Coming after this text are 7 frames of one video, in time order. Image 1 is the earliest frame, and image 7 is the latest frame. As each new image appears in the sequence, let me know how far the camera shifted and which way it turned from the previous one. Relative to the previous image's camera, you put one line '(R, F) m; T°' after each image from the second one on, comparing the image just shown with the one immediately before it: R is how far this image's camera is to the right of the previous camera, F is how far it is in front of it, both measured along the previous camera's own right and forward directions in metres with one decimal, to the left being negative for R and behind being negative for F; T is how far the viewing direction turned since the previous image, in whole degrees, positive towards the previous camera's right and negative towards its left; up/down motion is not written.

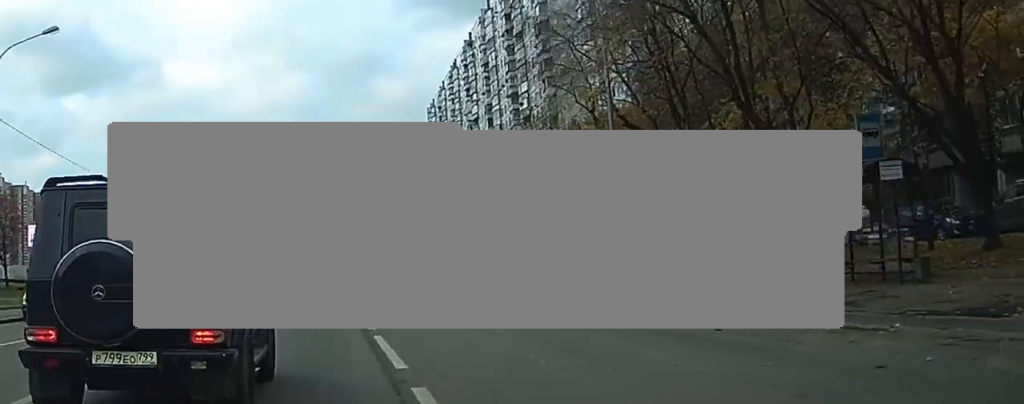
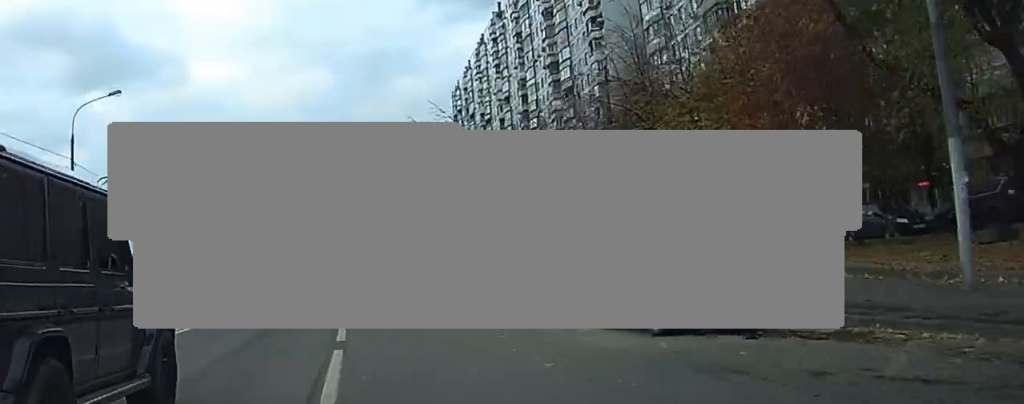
(-1.8, +16.0) m; -10°
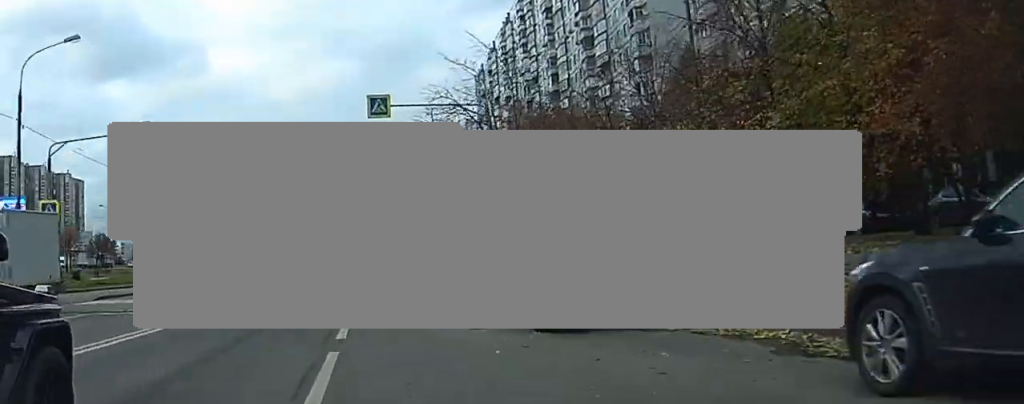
(0.0, +8.7) m; -2°
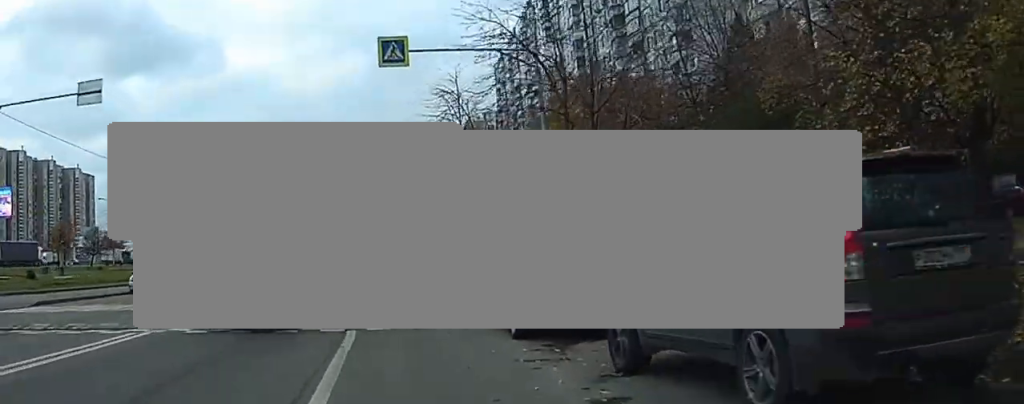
(-0.2, +7.1) m; -2°
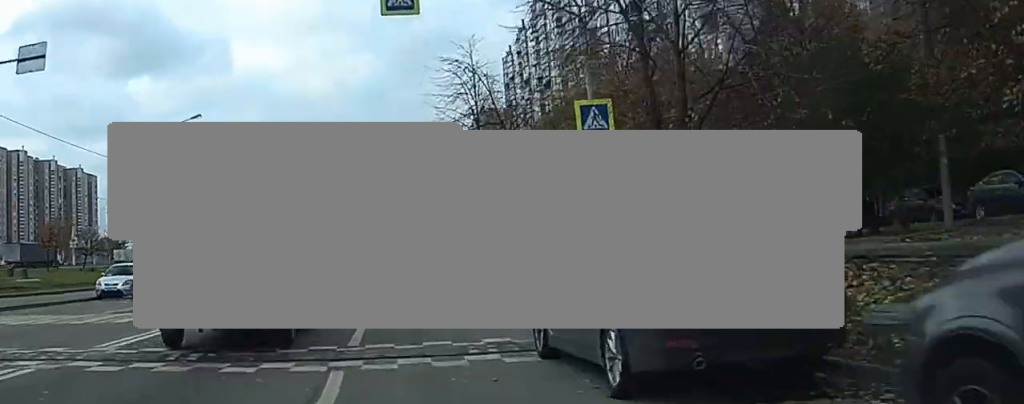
(-0.4, +4.7) m; +1°
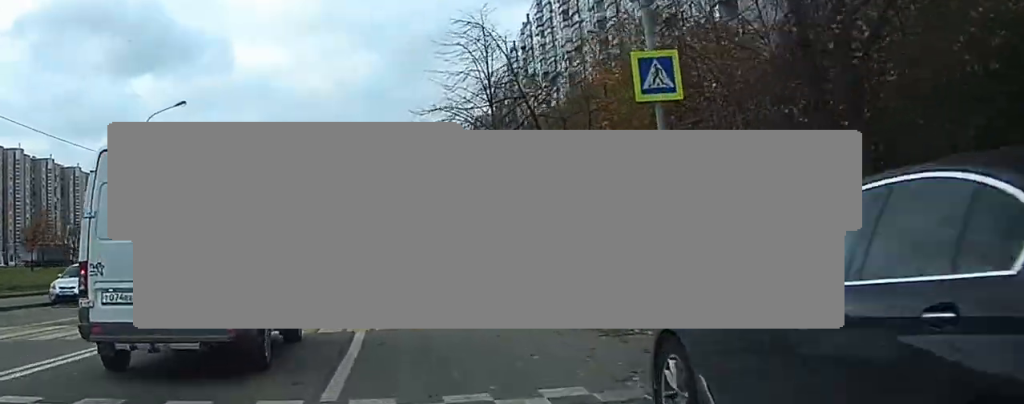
(+0.5, +8.4) m; +1°
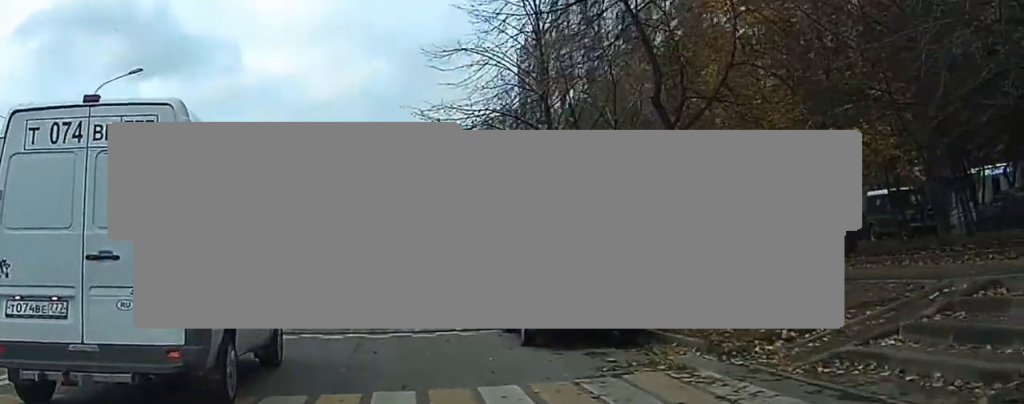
(+1.1, +12.3) m; +4°
